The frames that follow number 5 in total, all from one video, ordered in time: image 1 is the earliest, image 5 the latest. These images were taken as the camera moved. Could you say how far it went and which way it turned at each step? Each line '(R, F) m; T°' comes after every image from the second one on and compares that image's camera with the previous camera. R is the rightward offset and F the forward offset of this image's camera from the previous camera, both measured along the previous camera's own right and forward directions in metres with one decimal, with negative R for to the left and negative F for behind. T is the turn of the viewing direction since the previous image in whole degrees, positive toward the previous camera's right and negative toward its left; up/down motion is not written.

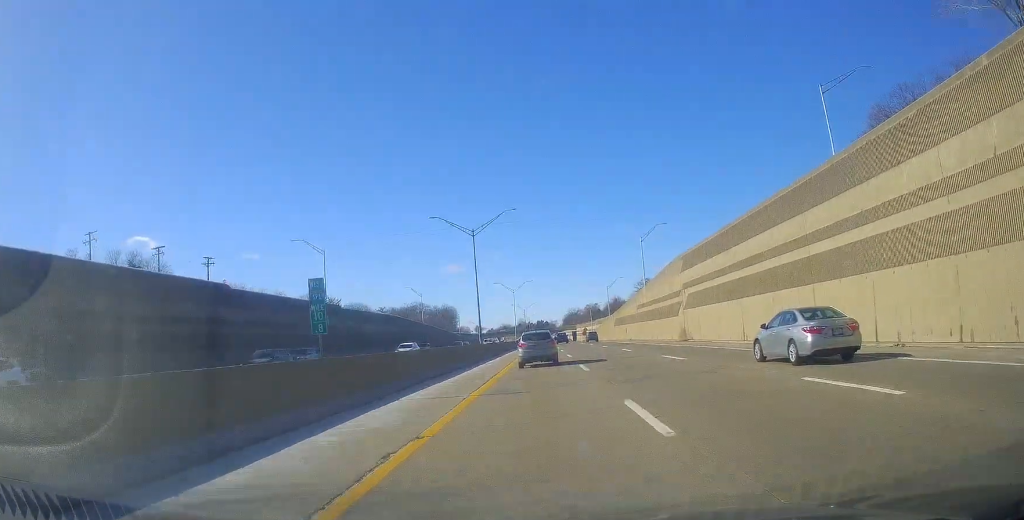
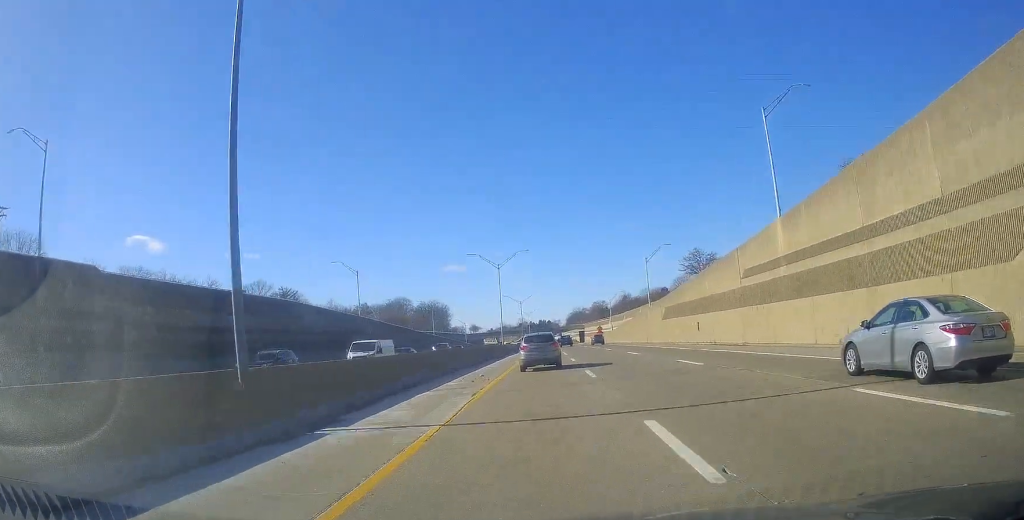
(+0.4, +48.2) m; +1°
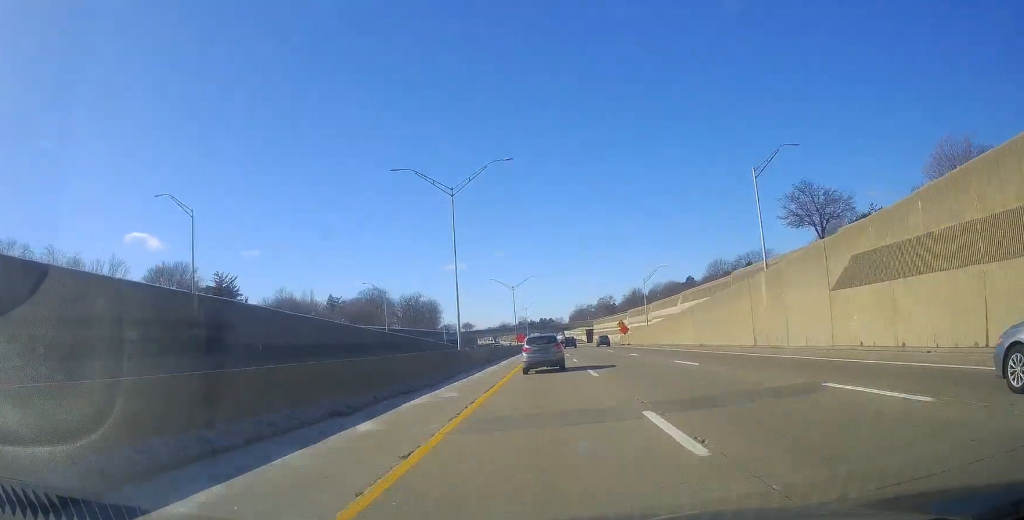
(-0.2, +43.9) m; -1°
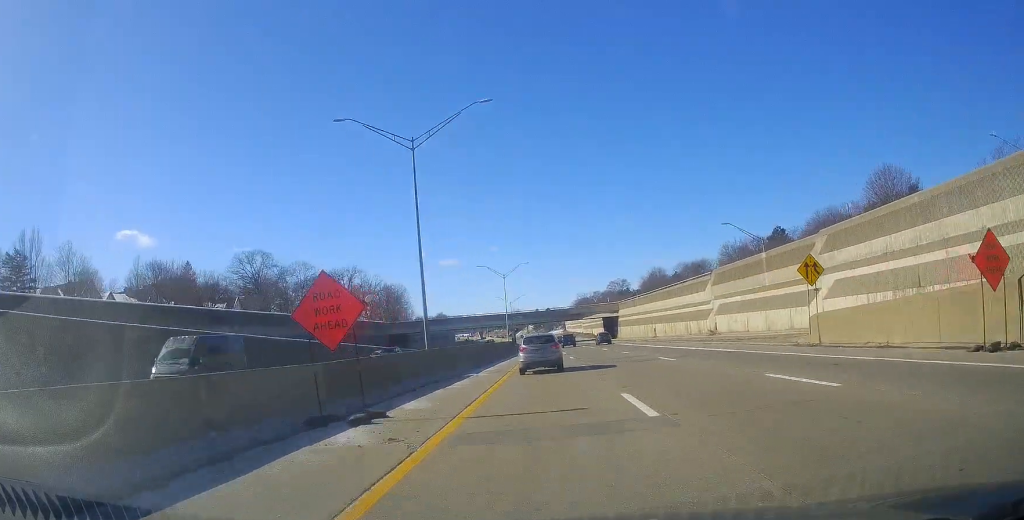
(+0.5, +87.5) m; 0°
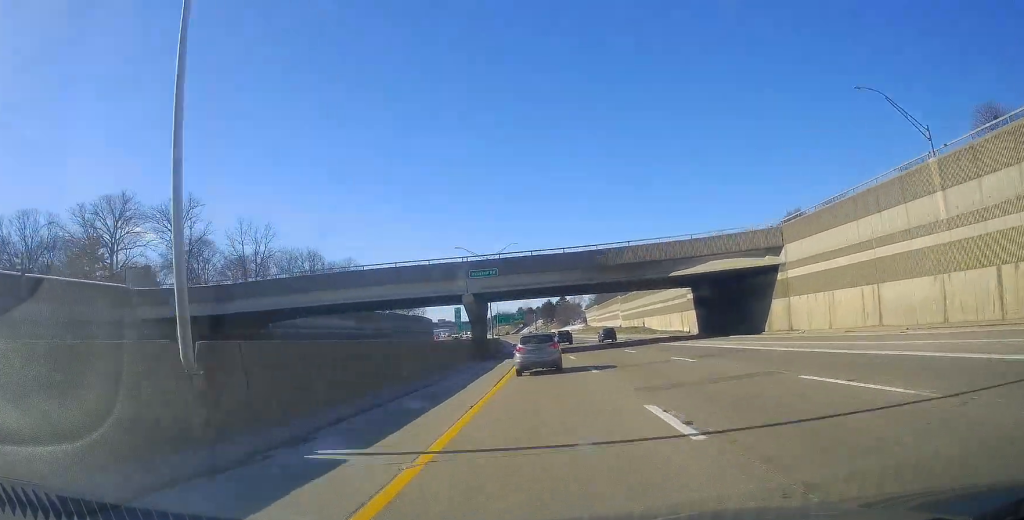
(-1.2, +95.0) m; 0°
